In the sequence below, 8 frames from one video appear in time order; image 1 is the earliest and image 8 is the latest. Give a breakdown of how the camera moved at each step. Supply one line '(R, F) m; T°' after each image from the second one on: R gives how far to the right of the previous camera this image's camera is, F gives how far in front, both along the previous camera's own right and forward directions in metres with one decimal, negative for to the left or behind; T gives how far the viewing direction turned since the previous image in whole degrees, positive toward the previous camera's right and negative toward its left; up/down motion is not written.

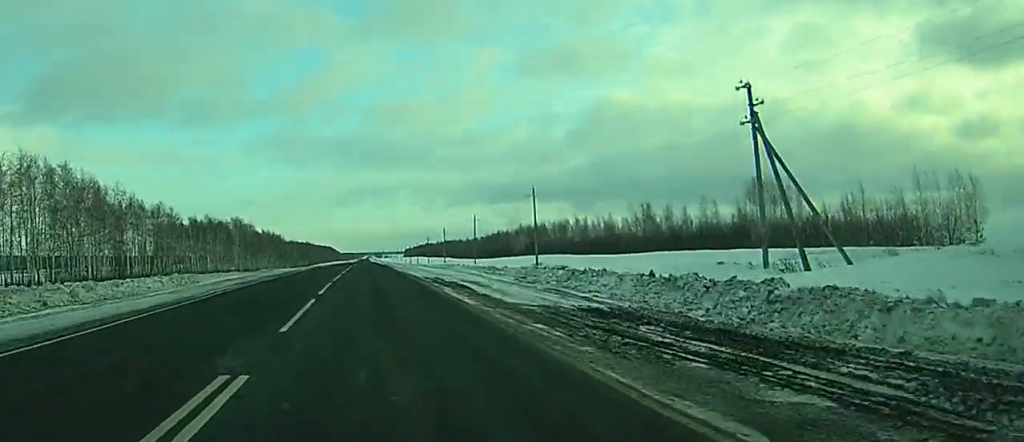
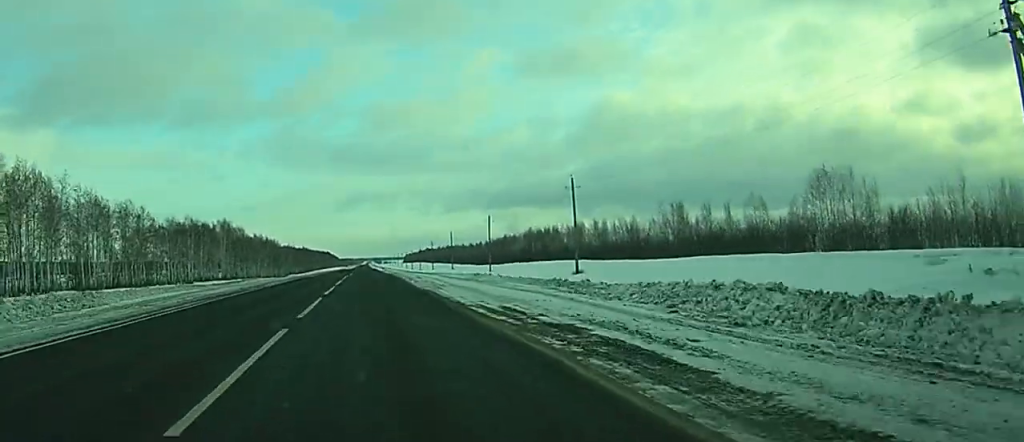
(0.0, +19.8) m; 0°
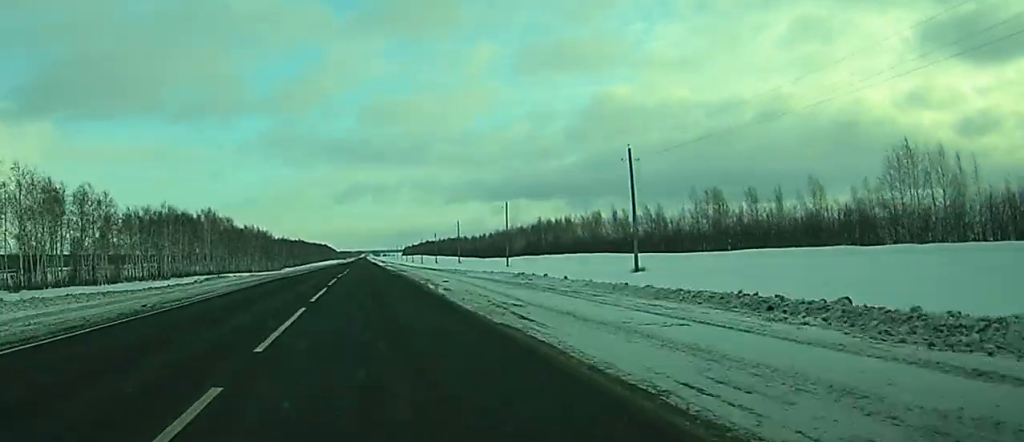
(0.0, +18.9) m; 0°
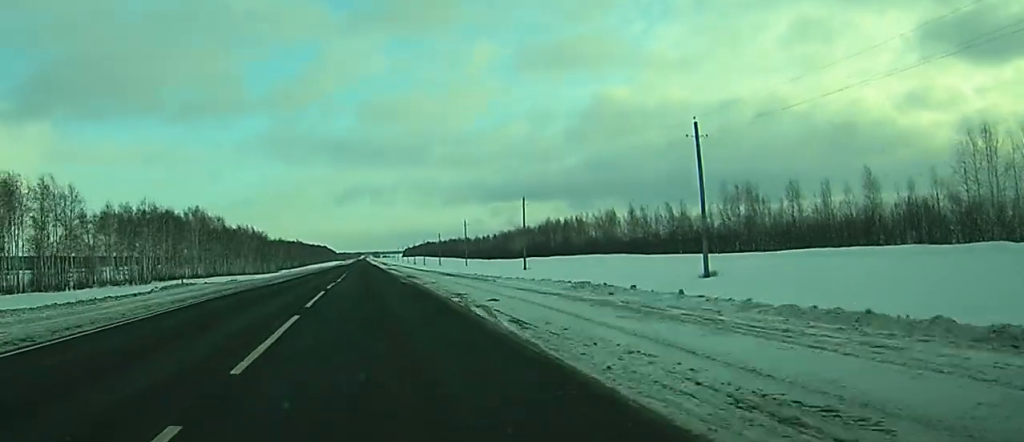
(0.0, +13.6) m; 0°
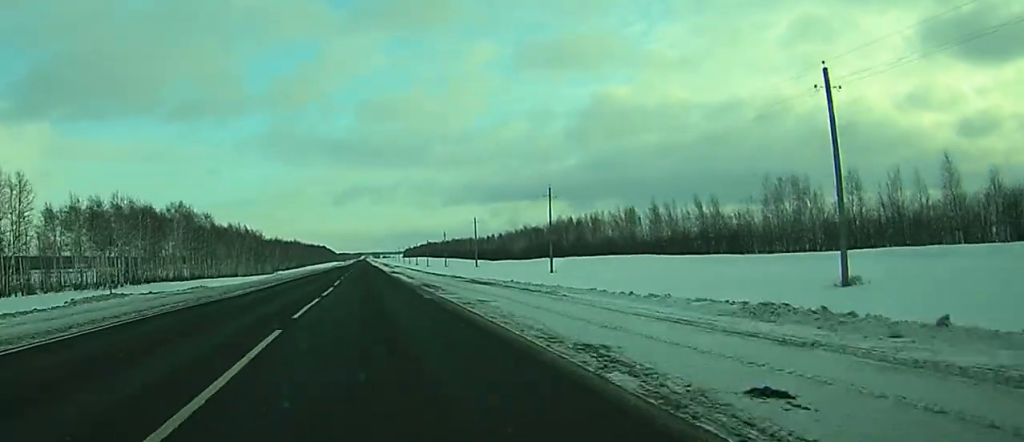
(-0.1, +15.8) m; 0°
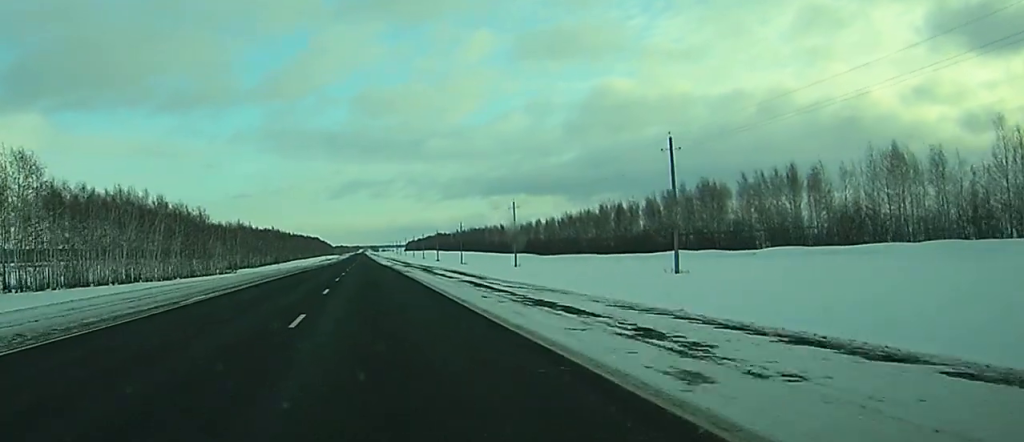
(+1.0, +103.3) m; +1°
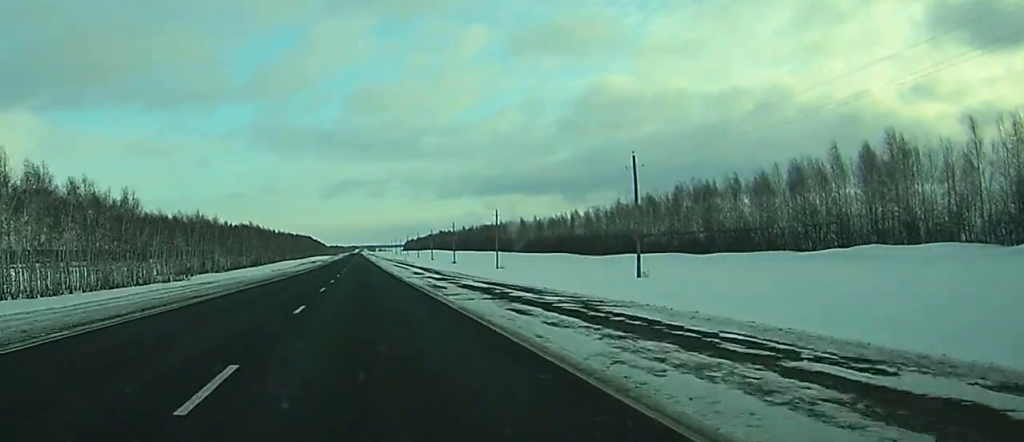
(-0.1, +55.6) m; 0°
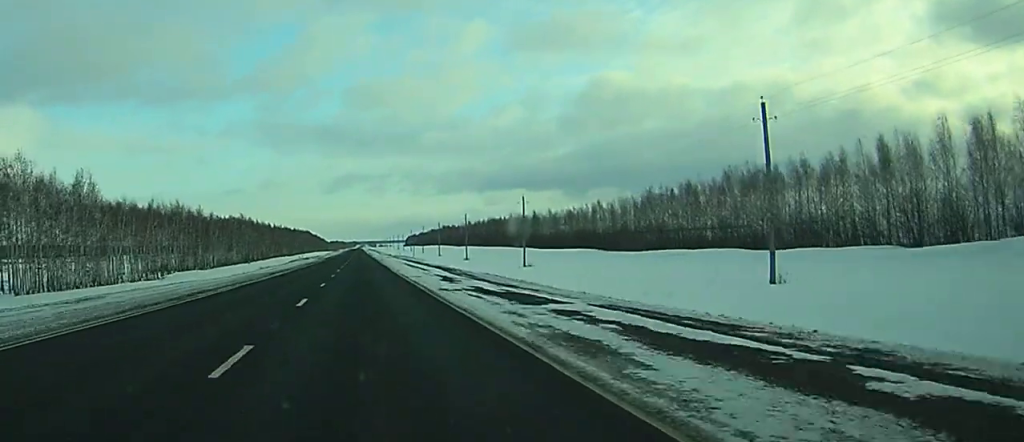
(+0.1, +22.1) m; 0°
